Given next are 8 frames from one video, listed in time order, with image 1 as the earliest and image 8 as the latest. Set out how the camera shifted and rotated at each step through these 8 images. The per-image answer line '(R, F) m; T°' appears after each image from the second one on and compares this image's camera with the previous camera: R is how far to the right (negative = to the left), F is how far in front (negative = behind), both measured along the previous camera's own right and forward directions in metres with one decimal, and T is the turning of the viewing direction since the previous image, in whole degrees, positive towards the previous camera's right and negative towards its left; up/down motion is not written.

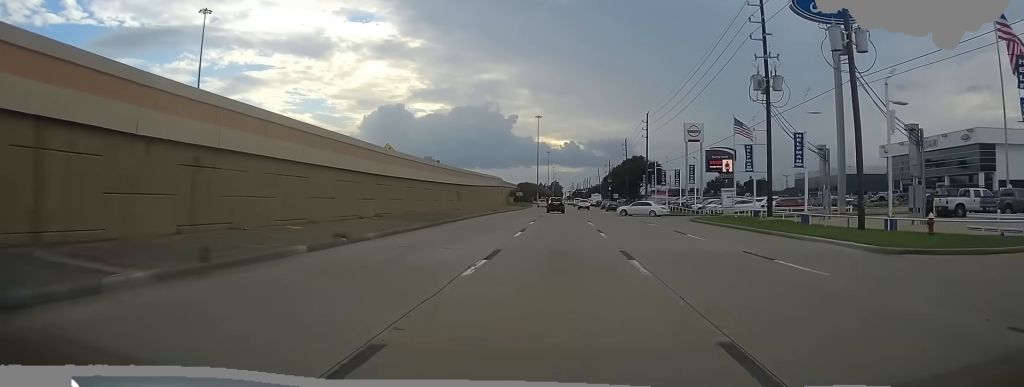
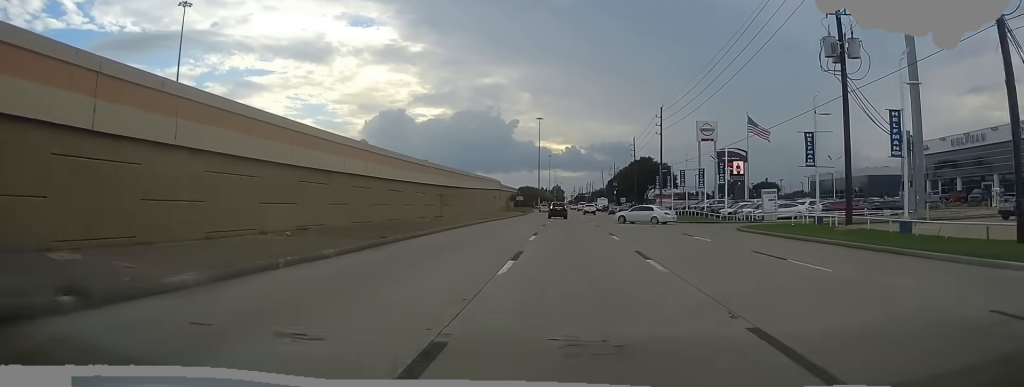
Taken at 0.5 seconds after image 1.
(-0.2, +11.8) m; 0°
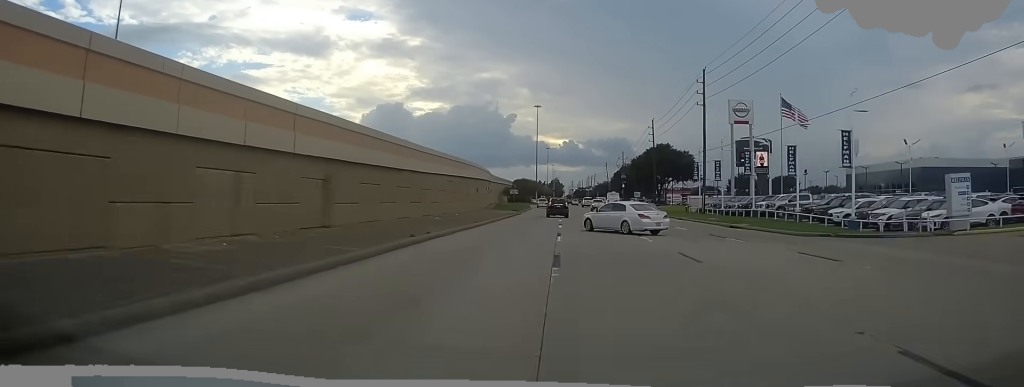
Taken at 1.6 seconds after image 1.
(+0.1, +28.0) m; +1°
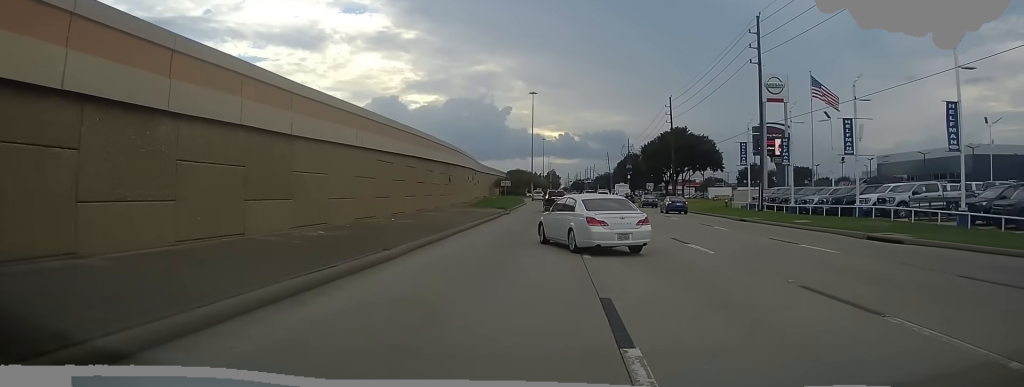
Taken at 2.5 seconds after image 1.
(+0.3, +21.8) m; +2°
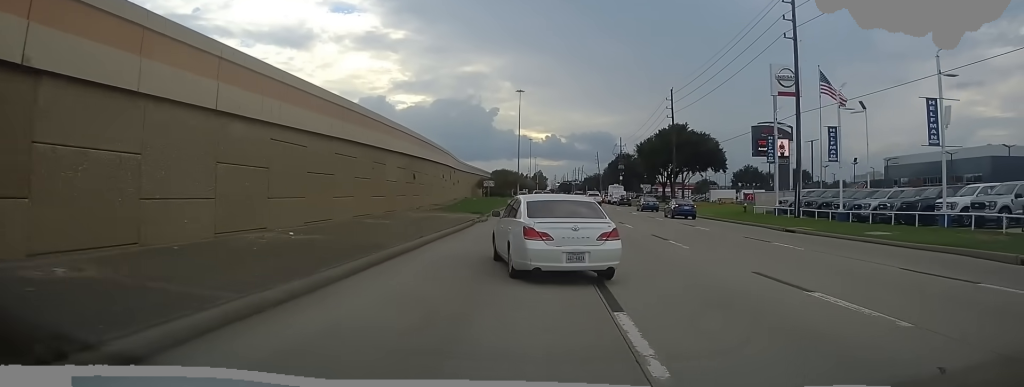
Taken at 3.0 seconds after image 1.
(+0.2, +11.8) m; 0°
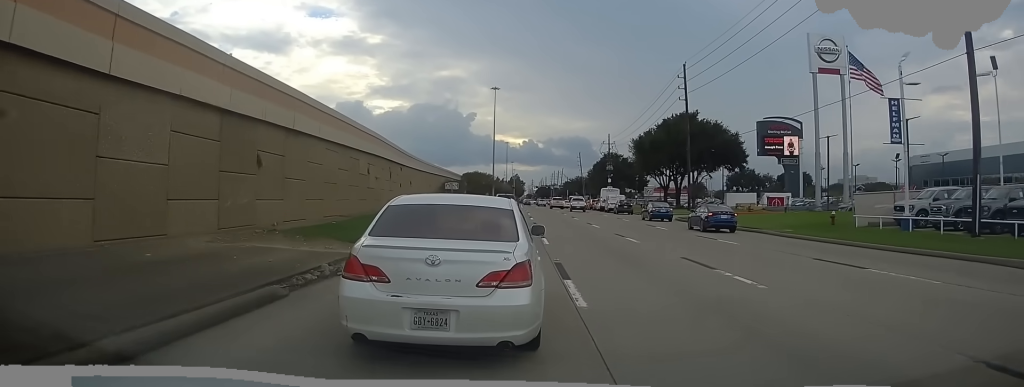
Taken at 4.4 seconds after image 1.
(-0.4, +26.8) m; -2°
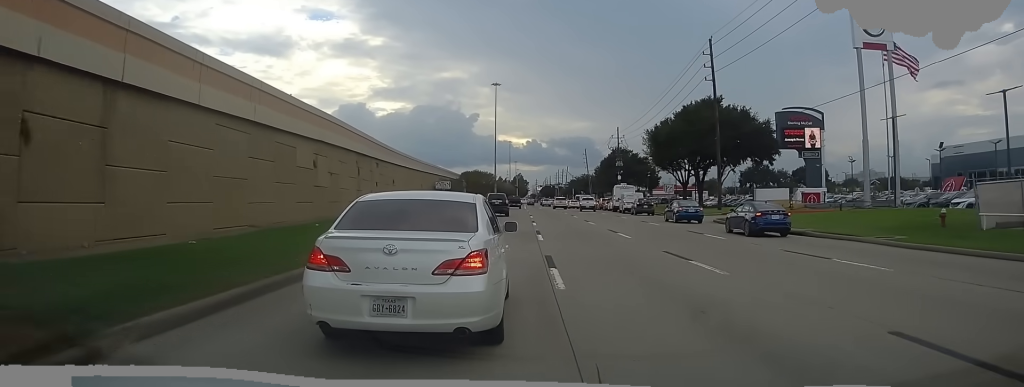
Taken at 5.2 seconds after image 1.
(0.0, +12.9) m; 0°
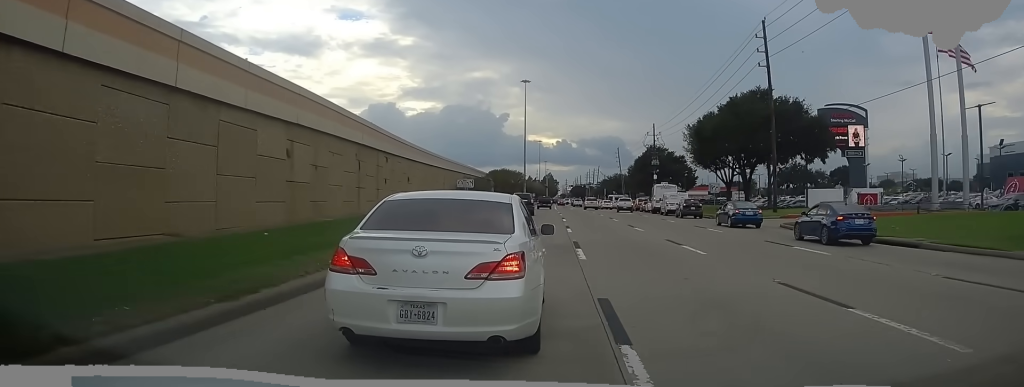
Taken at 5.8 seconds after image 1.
(0.0, +7.8) m; +1°
